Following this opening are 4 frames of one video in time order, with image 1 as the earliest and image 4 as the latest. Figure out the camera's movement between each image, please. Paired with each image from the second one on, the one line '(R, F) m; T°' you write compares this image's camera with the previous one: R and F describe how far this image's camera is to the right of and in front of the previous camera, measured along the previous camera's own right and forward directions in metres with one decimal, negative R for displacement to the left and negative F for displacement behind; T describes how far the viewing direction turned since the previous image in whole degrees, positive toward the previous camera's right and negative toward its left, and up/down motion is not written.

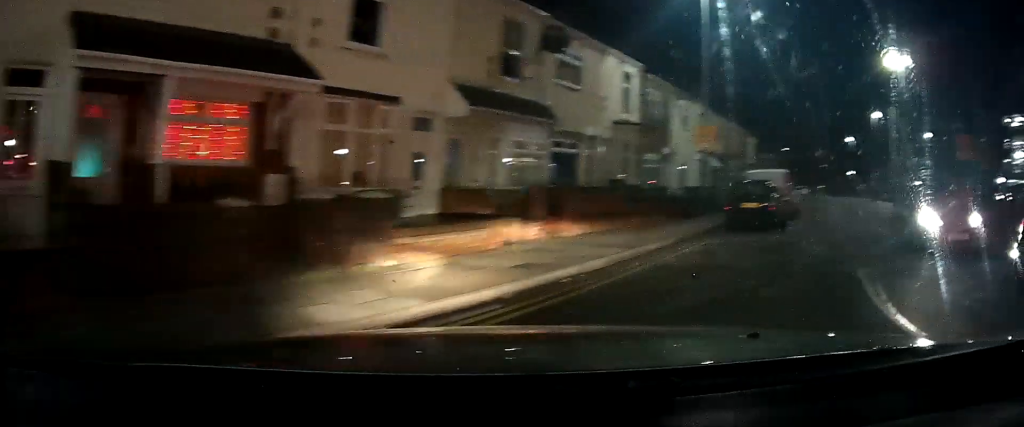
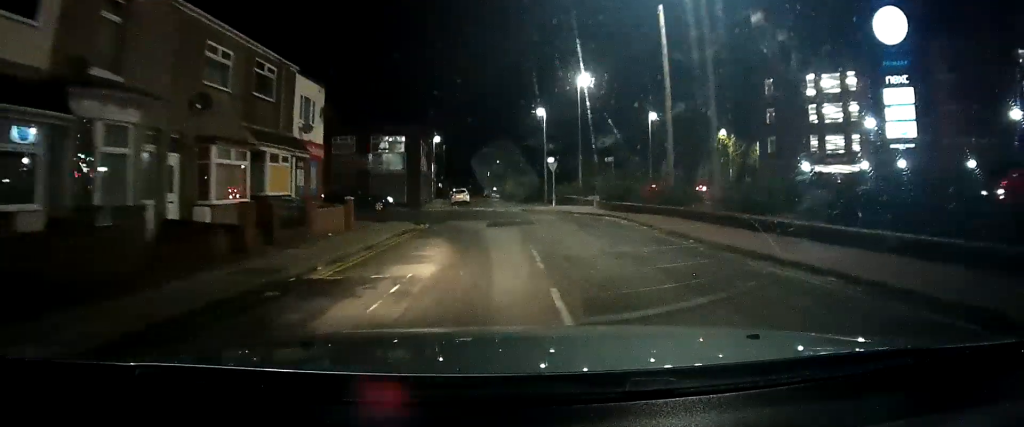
(+20.2, +10.3) m; +74°
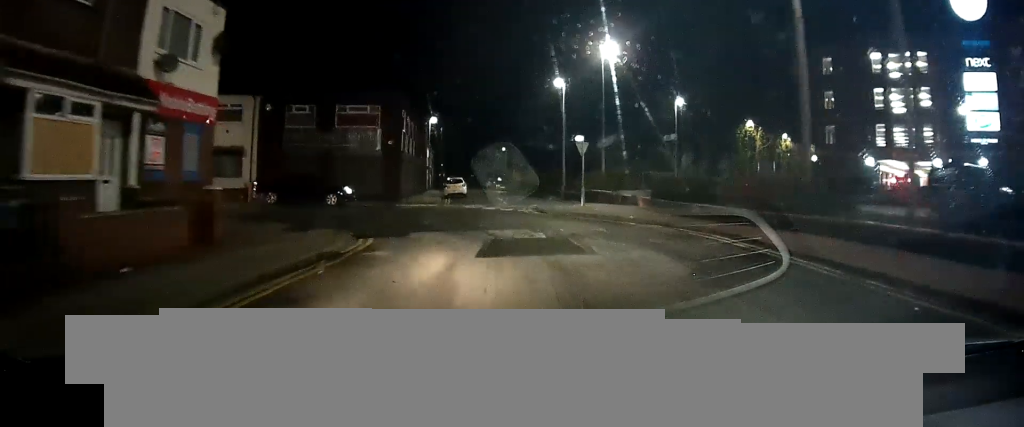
(+0.2, +10.0) m; 0°
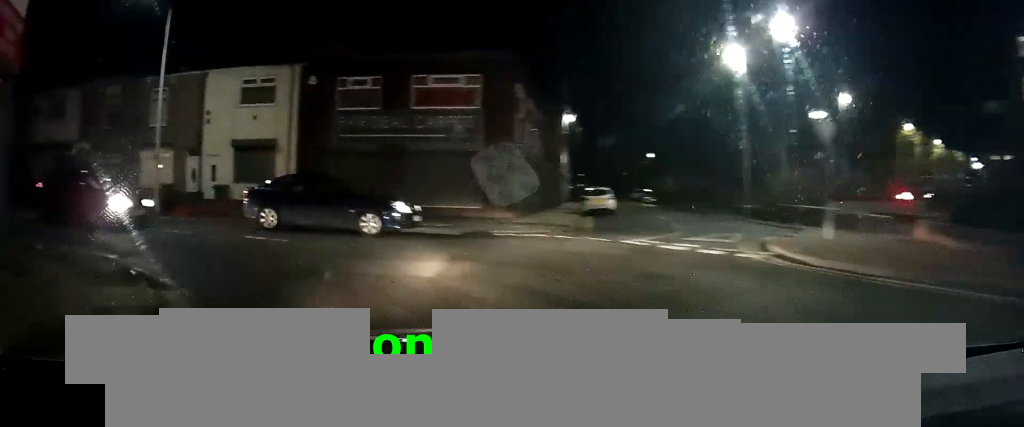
(-0.3, +11.5) m; -3°
